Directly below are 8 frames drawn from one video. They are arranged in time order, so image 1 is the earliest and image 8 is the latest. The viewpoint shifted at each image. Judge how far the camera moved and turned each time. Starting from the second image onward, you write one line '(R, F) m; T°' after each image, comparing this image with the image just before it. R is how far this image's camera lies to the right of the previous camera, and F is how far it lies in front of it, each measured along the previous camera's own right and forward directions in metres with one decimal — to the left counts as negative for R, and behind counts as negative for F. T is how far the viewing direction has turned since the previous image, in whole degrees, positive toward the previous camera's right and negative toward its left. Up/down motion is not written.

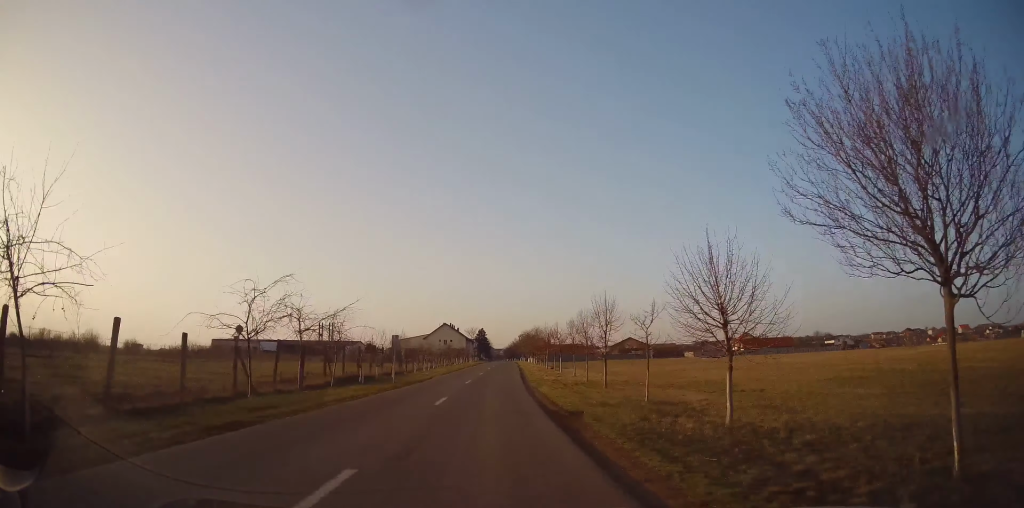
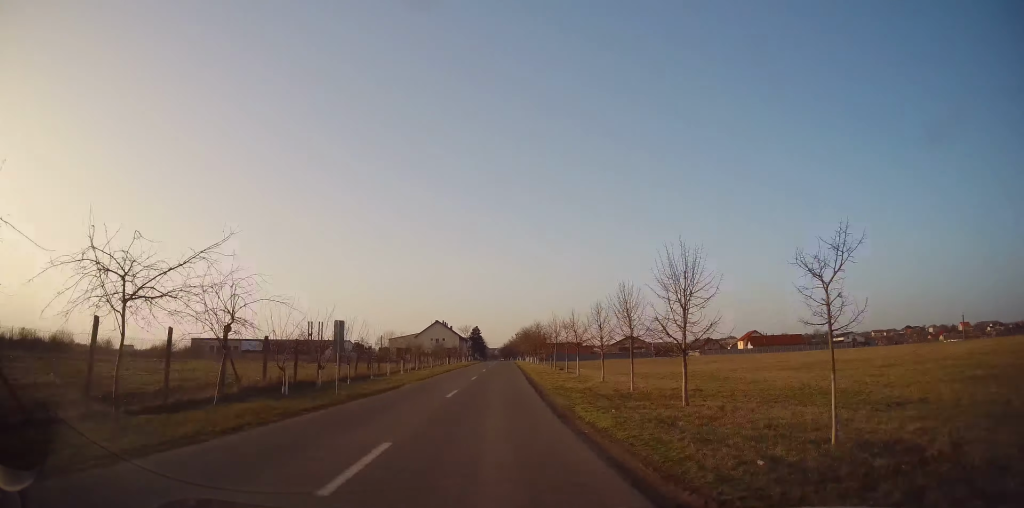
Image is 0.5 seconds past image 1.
(0.0, +9.7) m; 0°
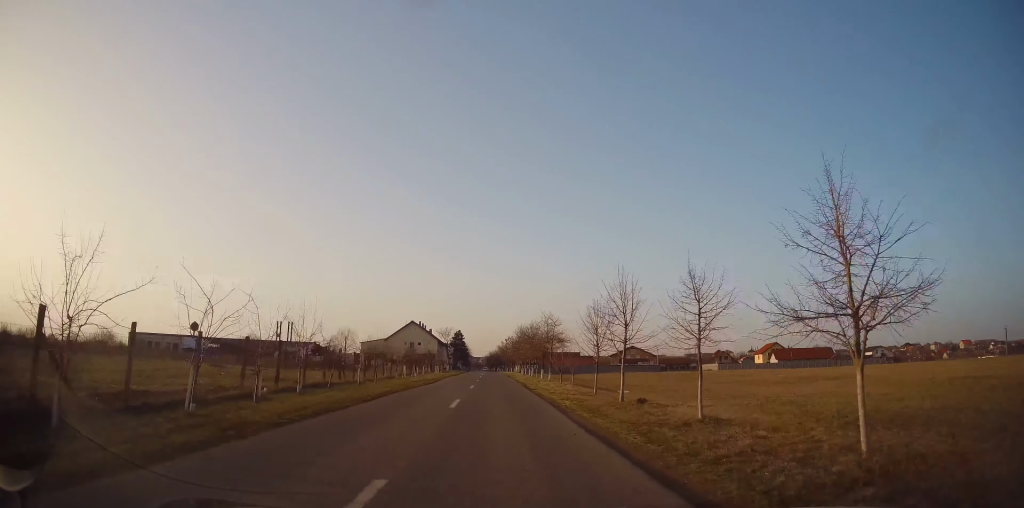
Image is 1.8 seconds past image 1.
(+0.3, +25.4) m; +1°
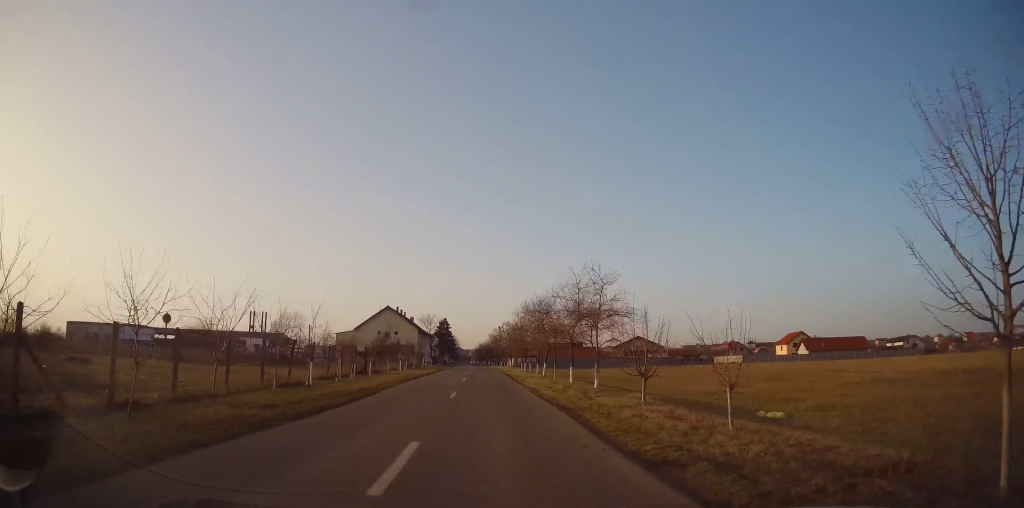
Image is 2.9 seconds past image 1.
(+0.1, +21.0) m; +1°
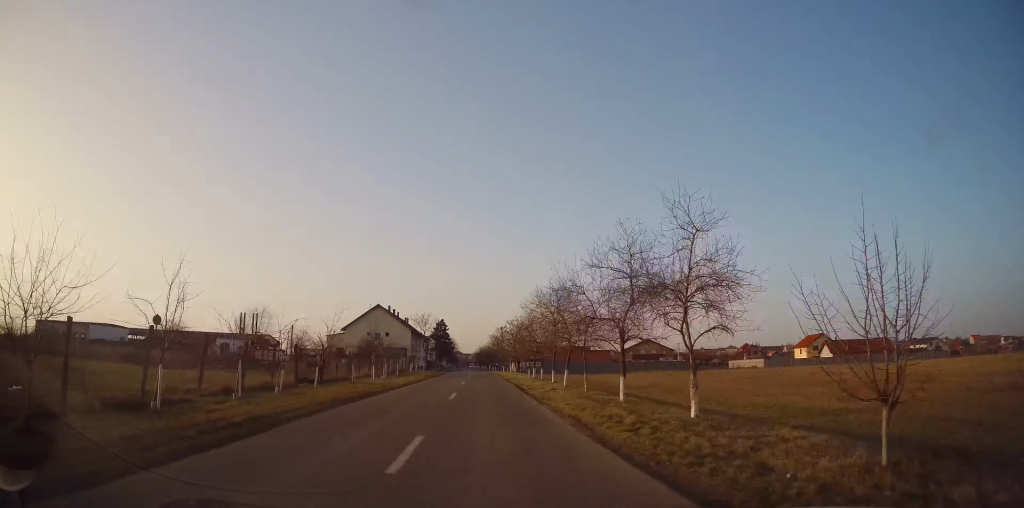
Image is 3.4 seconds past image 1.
(+0.2, +10.5) m; 0°
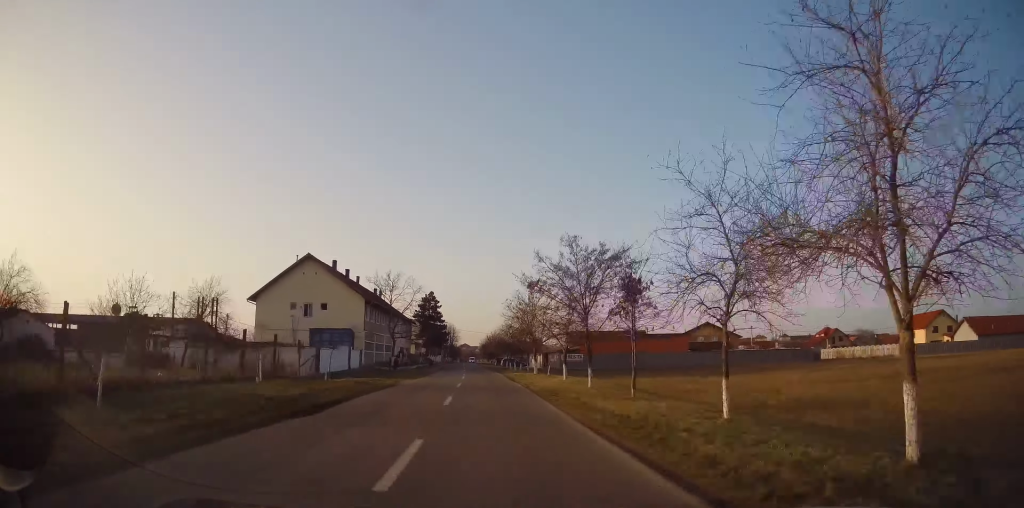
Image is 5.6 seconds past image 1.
(-0.1, +43.2) m; 0°
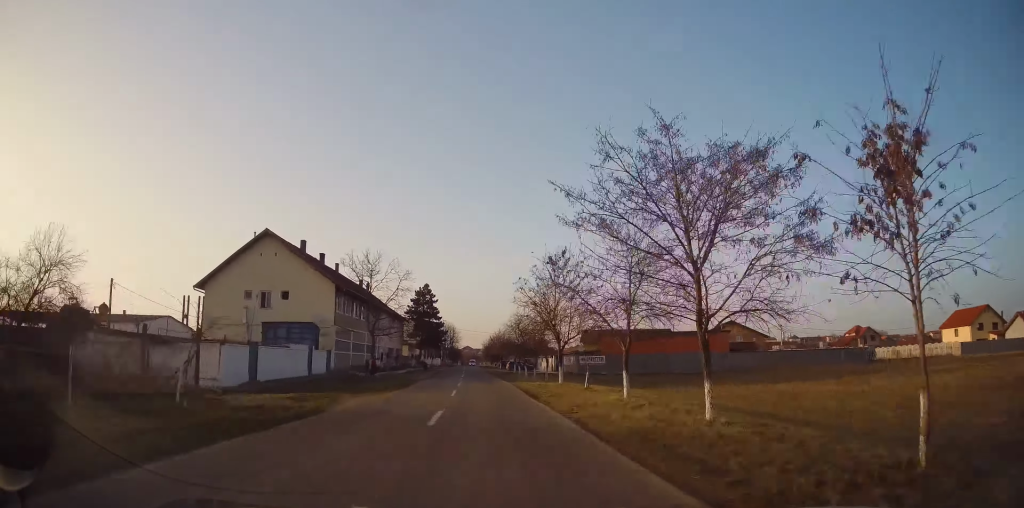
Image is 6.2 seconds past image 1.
(0.0, +12.4) m; 0°
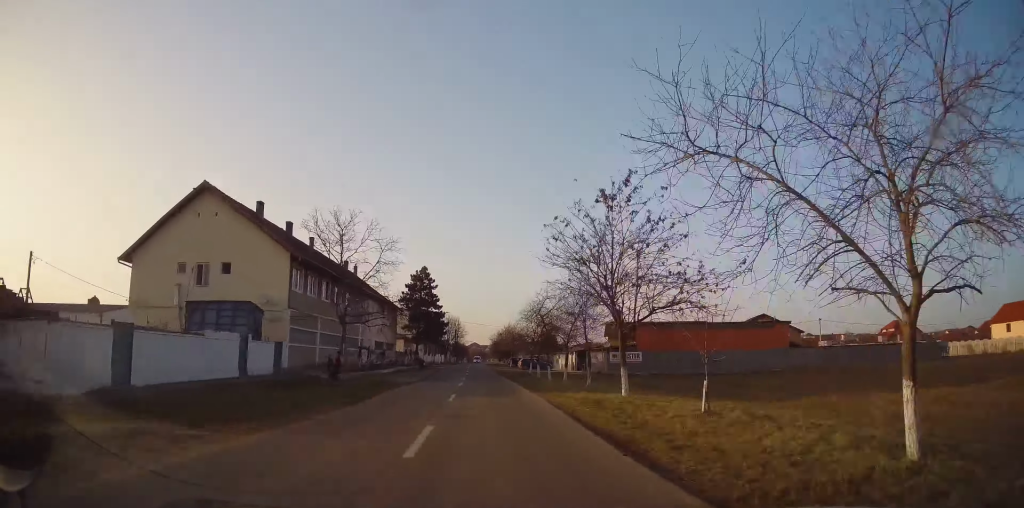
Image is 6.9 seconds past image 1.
(+0.1, +12.4) m; +1°
